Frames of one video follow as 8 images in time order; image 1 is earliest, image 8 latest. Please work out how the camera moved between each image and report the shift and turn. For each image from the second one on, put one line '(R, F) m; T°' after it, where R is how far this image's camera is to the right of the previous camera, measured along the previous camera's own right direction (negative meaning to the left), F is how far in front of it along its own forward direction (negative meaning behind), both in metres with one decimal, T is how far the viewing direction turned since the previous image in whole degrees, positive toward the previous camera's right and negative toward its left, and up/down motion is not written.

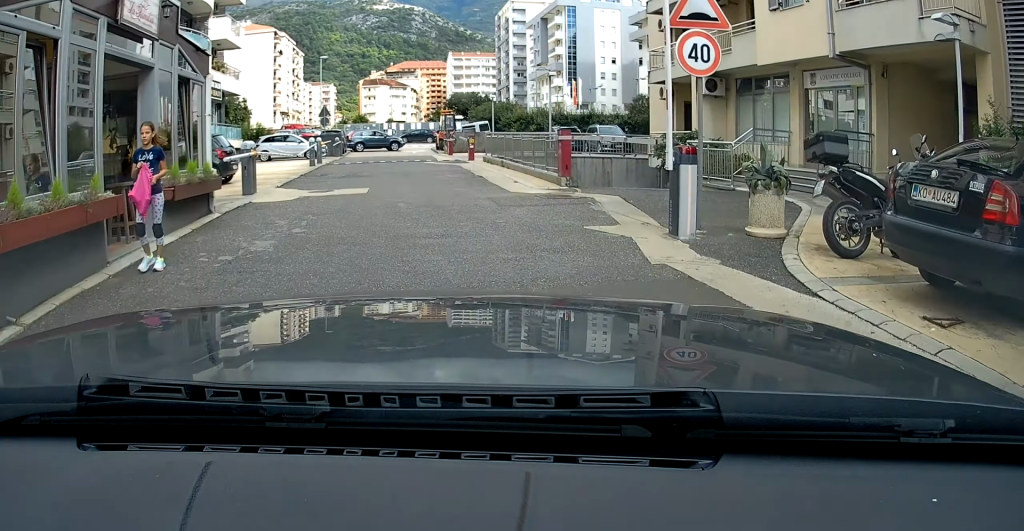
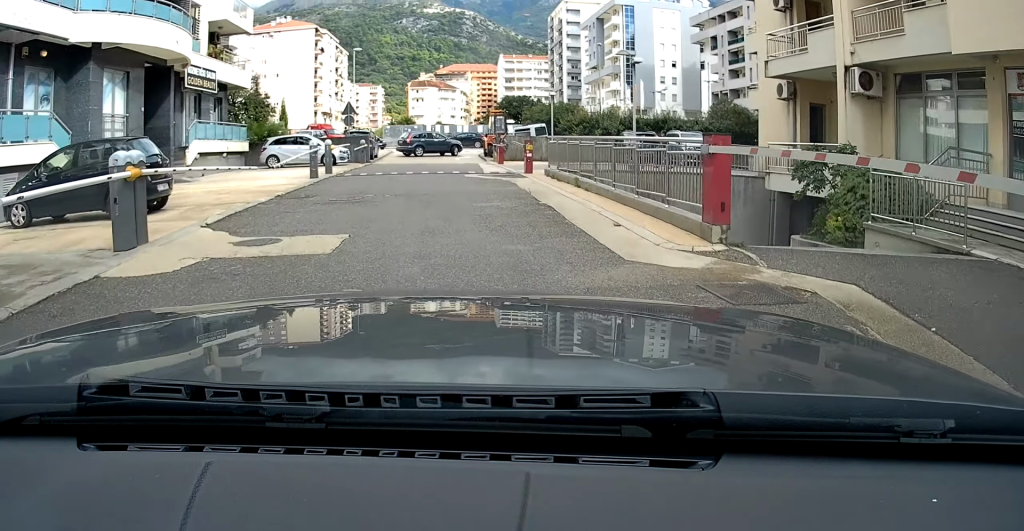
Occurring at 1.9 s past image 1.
(-0.3, +6.0) m; -3°
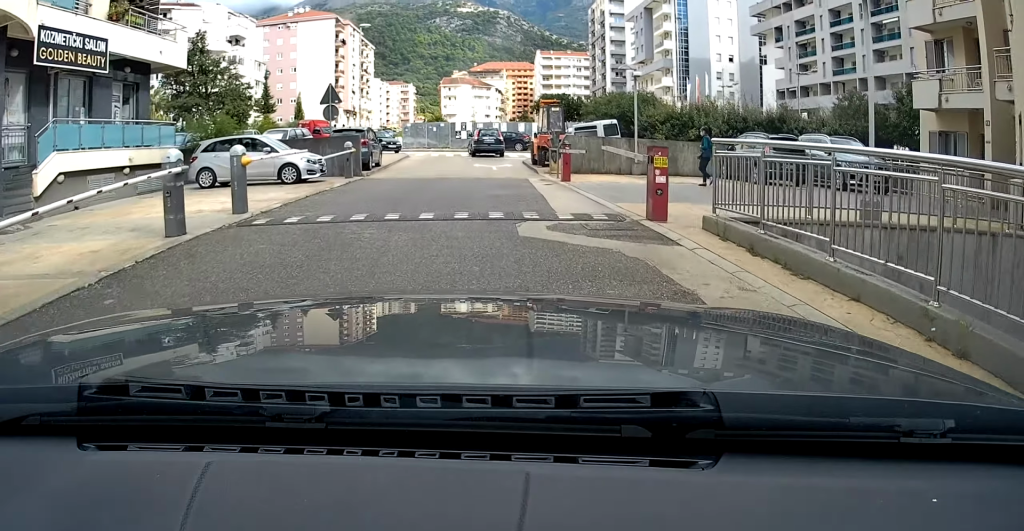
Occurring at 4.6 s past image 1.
(-0.4, +10.7) m; -6°
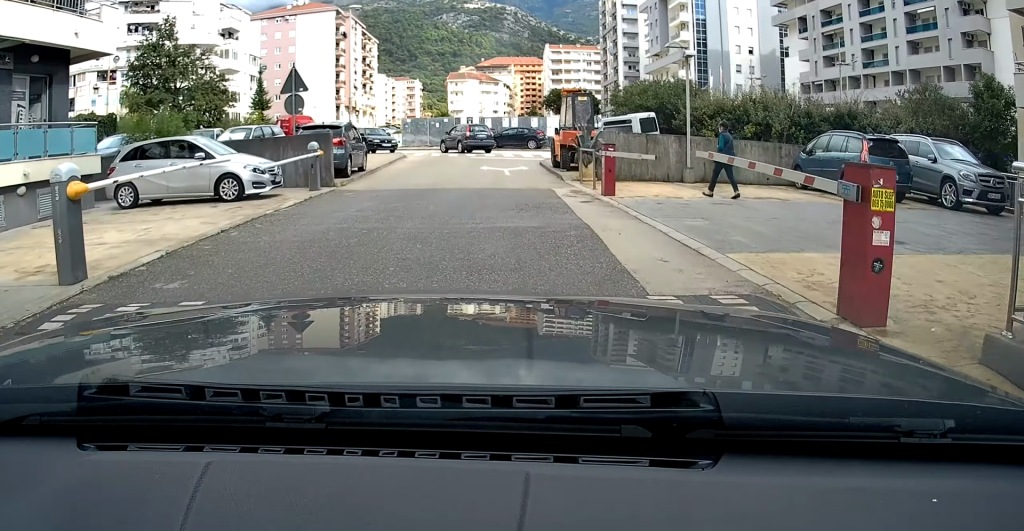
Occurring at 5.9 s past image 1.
(-0.3, +5.3) m; -1°
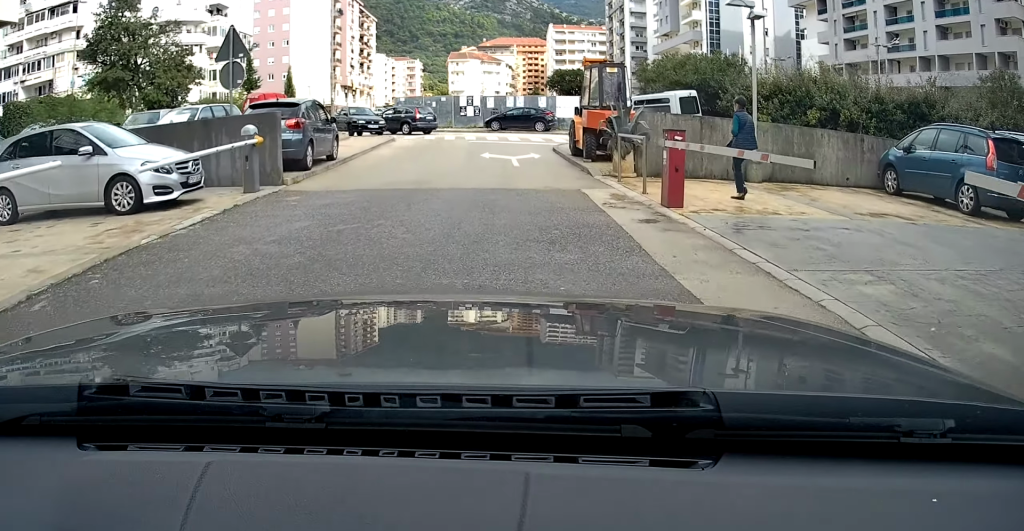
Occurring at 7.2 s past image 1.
(+0.1, +5.1) m; -1°
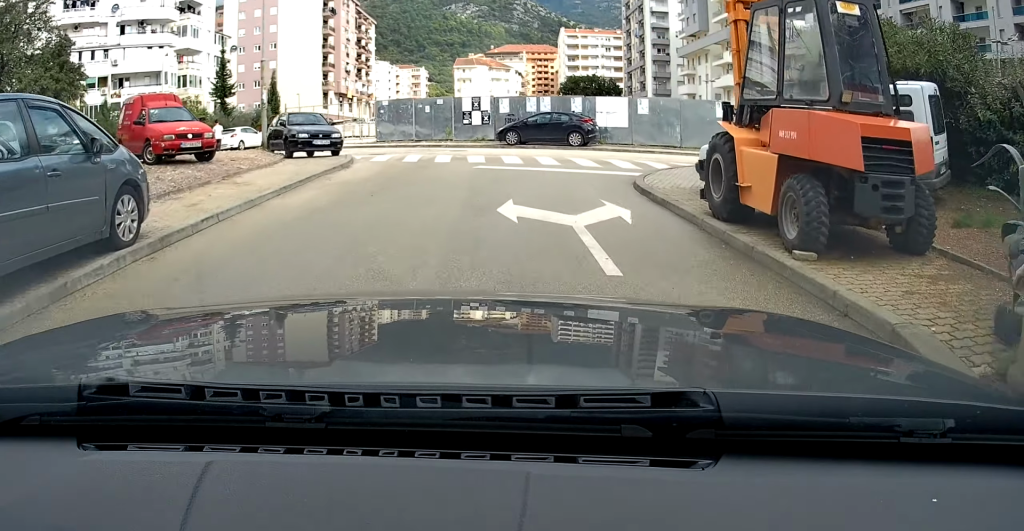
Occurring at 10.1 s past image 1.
(-0.4, +11.3) m; -1°
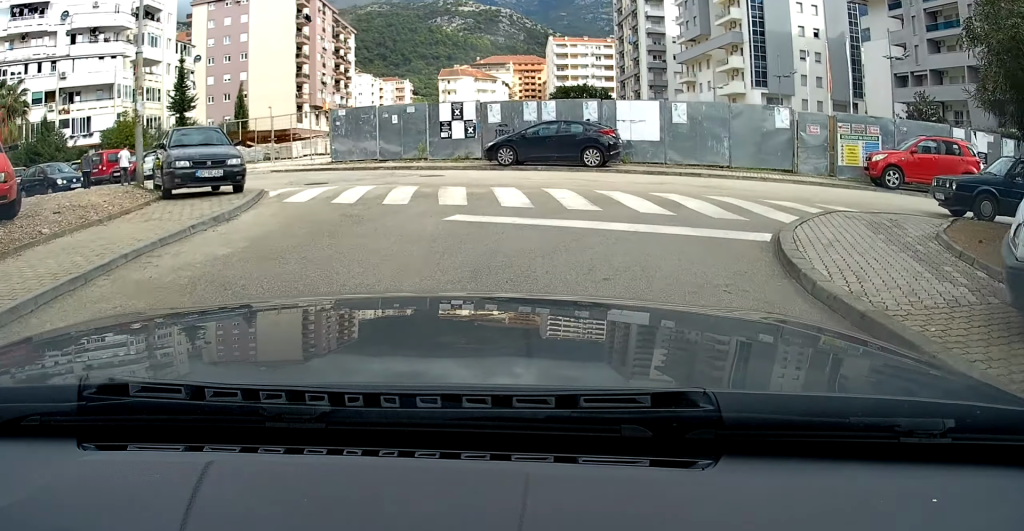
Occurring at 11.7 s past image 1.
(+0.3, +6.8) m; +5°
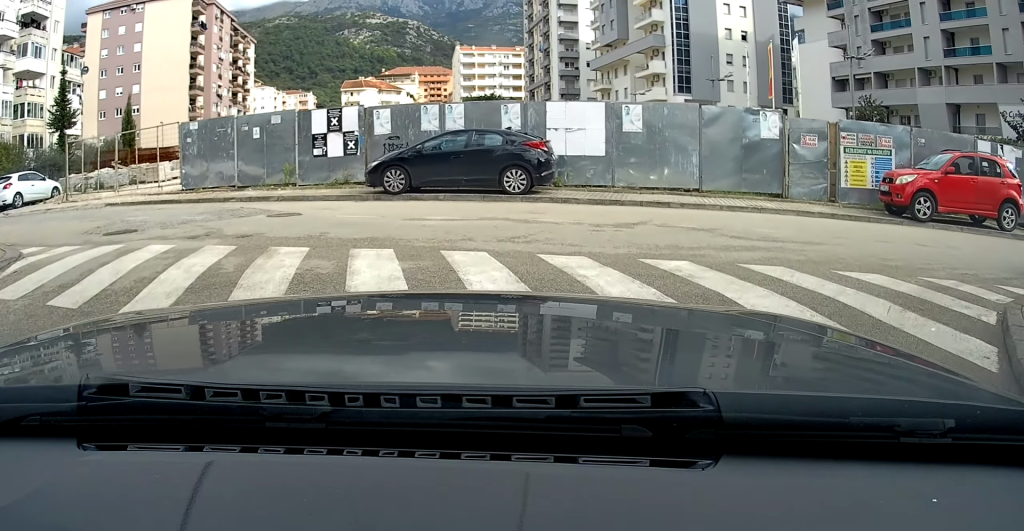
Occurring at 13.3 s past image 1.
(+0.3, +6.0) m; +11°
